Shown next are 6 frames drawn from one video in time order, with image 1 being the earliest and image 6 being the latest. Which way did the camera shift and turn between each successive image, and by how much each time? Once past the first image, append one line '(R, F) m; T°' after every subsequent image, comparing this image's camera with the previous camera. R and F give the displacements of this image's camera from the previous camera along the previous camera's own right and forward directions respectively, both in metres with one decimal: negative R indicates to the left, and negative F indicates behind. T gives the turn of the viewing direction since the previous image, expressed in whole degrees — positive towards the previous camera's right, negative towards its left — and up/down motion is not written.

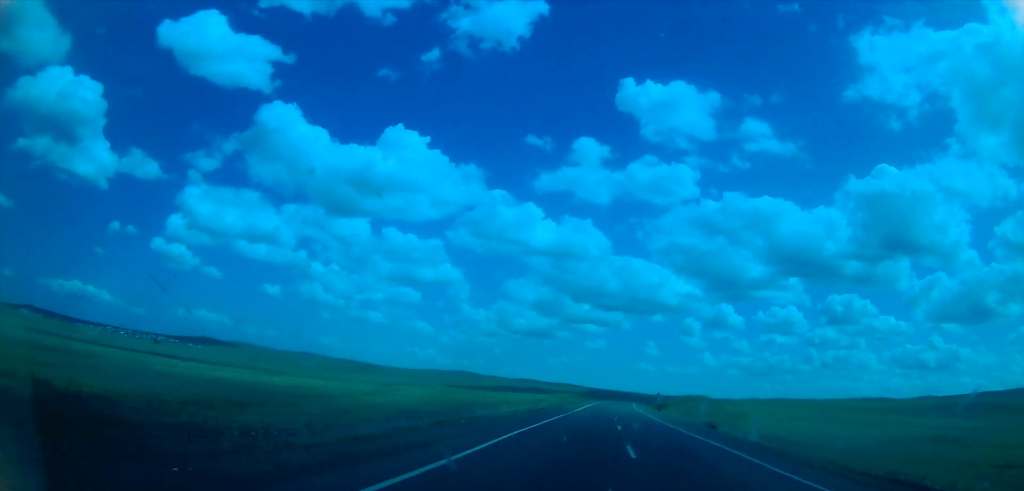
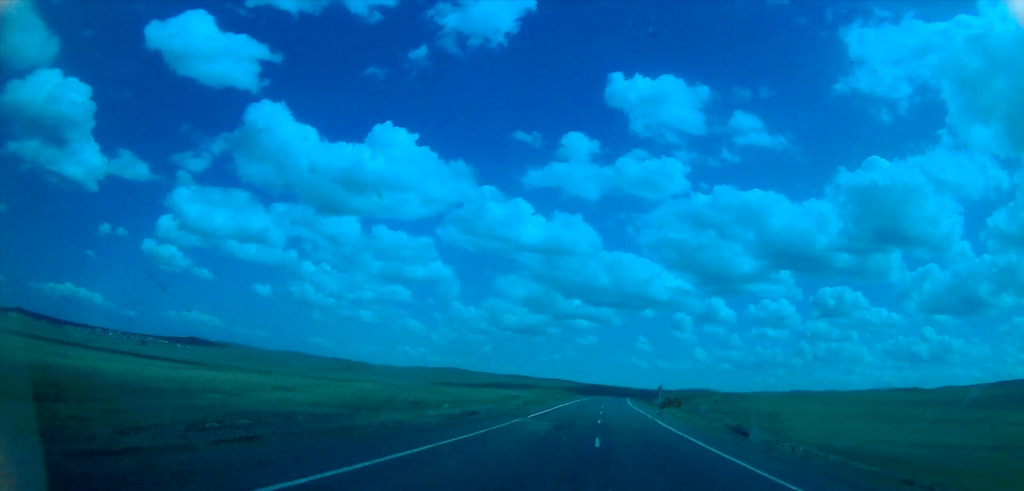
(+0.5, +22.3) m; +2°
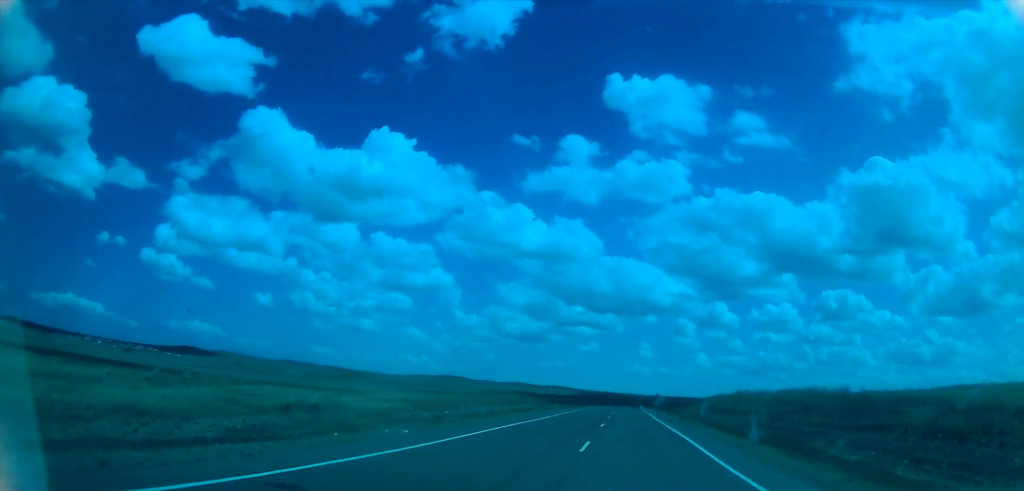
(+0.3, +73.1) m; +1°
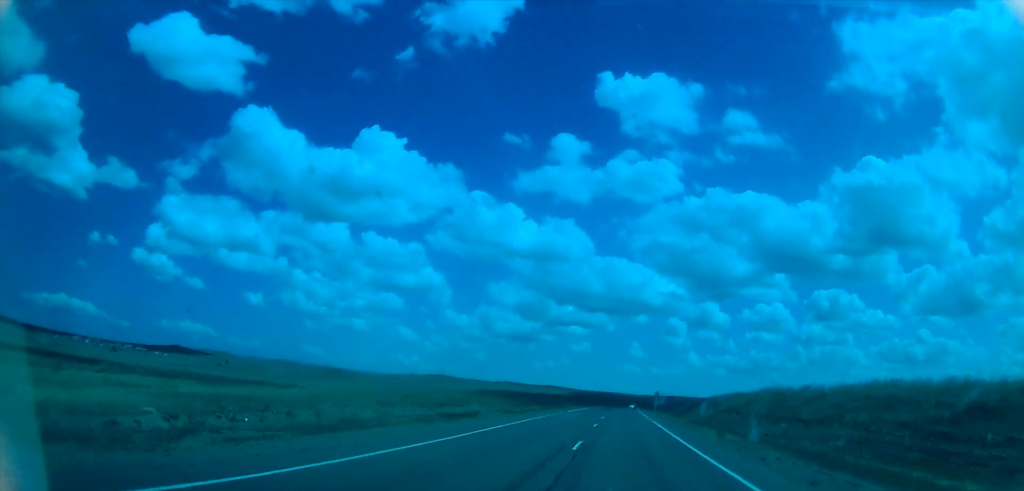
(+0.6, +23.2) m; -1°
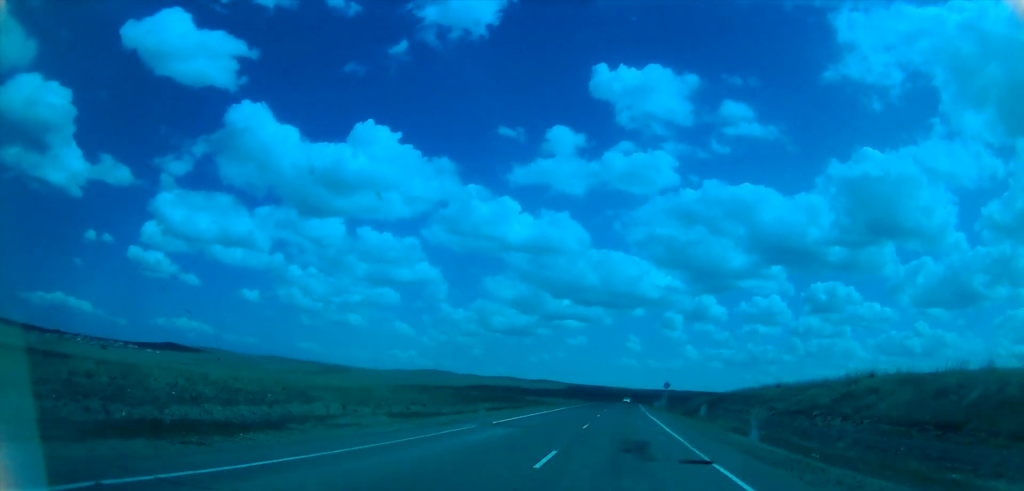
(-0.8, +28.5) m; +2°
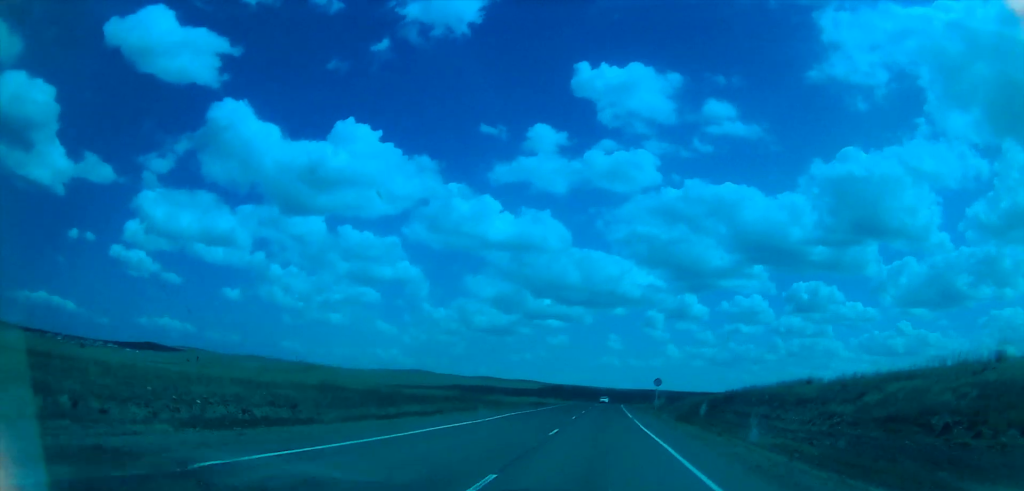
(+1.4, +17.0) m; +2°
